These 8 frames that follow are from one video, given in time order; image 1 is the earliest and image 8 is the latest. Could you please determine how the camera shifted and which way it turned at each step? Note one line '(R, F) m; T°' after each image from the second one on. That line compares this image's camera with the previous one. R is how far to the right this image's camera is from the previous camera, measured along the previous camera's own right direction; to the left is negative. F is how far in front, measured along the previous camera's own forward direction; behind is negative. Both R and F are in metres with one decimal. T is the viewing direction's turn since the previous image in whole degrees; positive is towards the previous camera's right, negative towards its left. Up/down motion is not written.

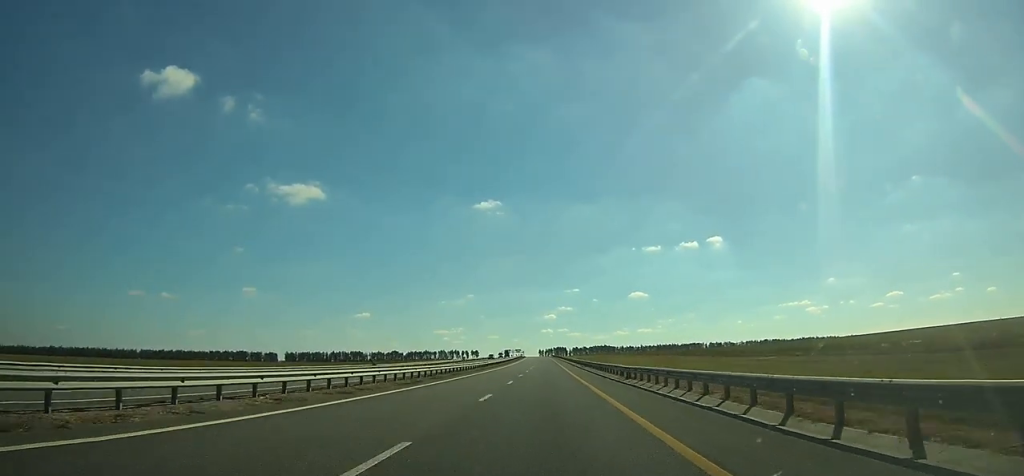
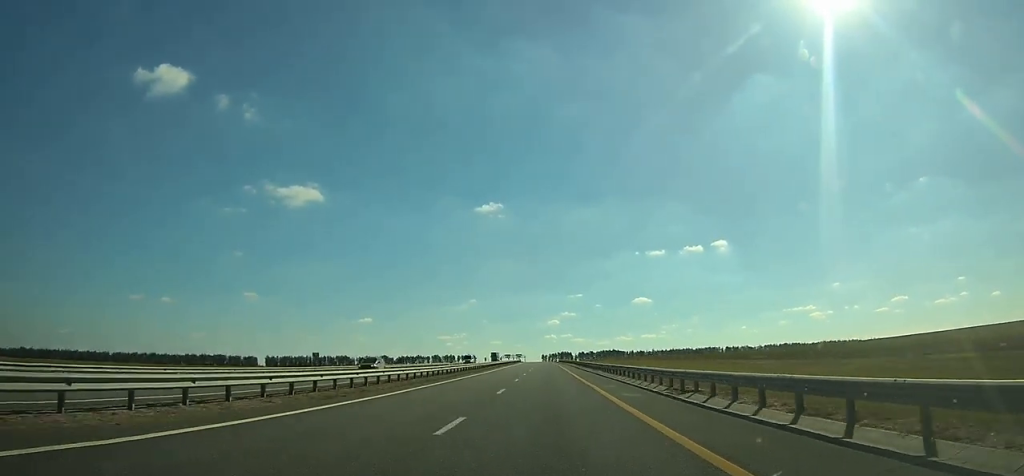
(-0.2, +66.6) m; 0°
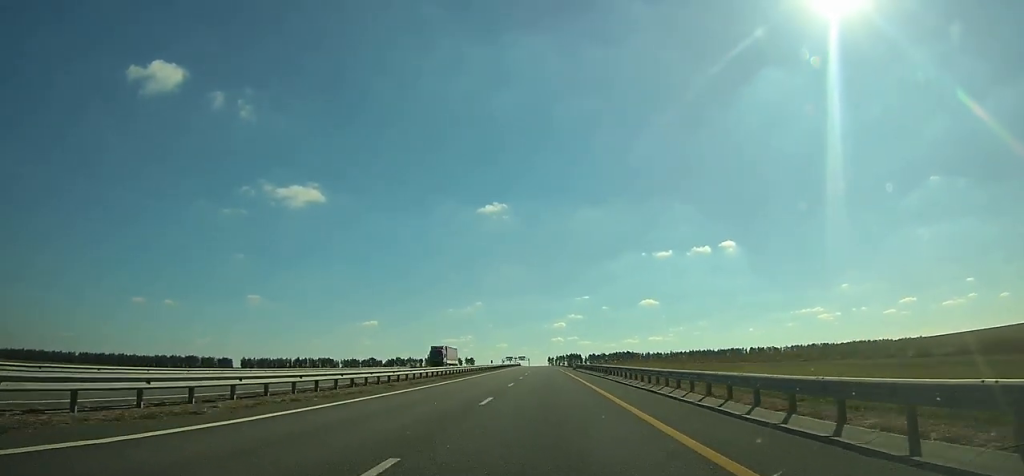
(-0.1, +77.9) m; -1°
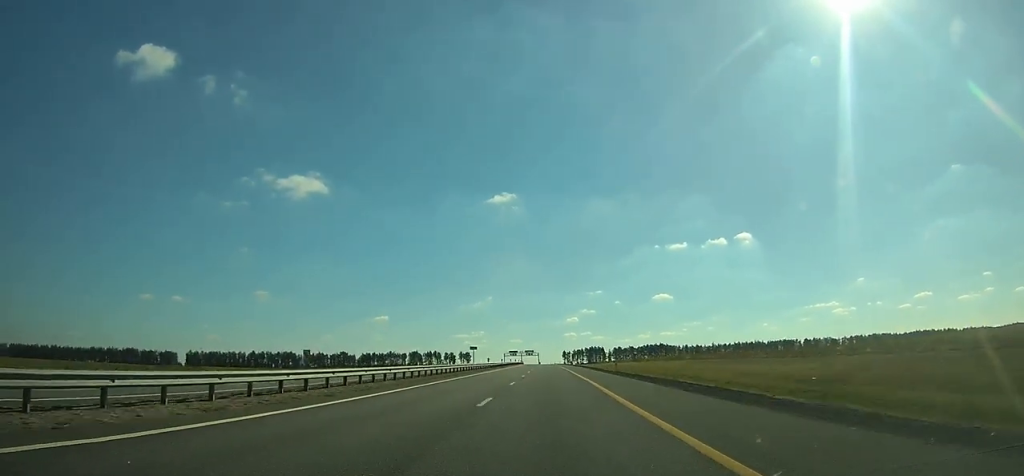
(-1.9, +136.2) m; -1°
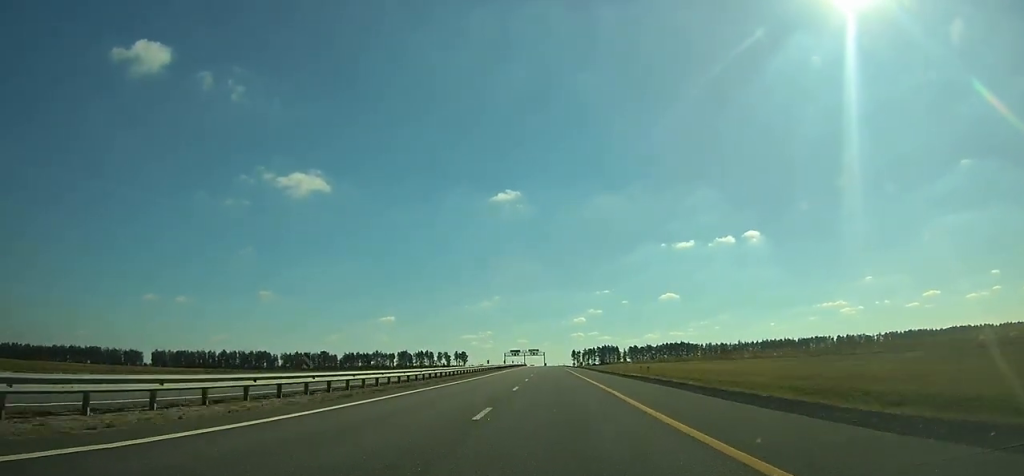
(-0.3, +65.9) m; -1°
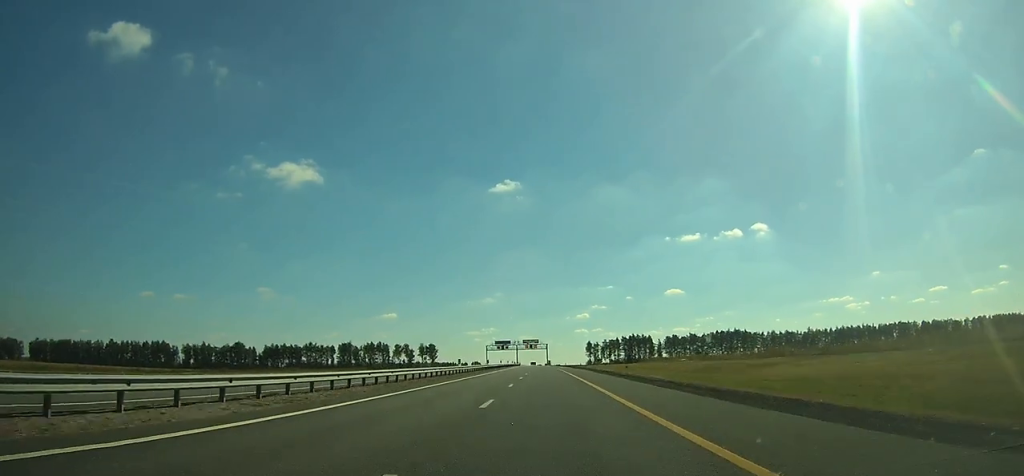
(-1.6, +143.2) m; -1°
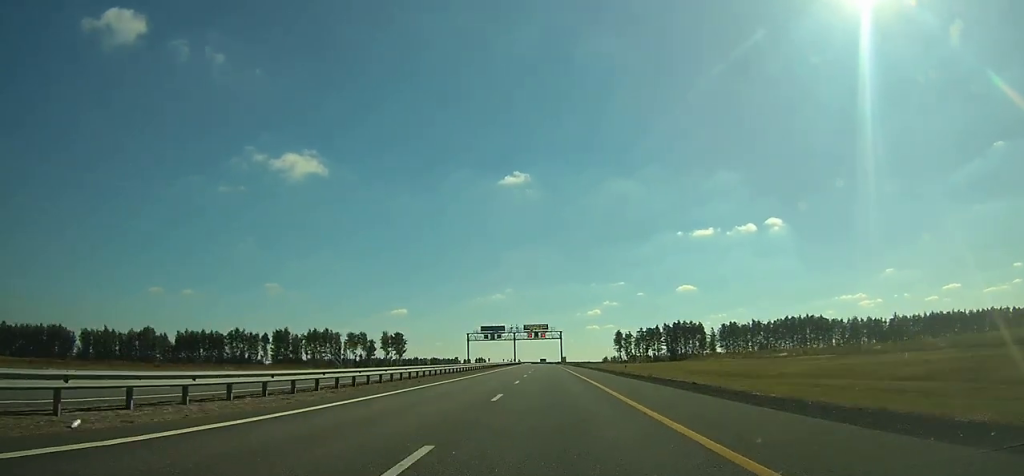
(-0.7, +92.0) m; -1°
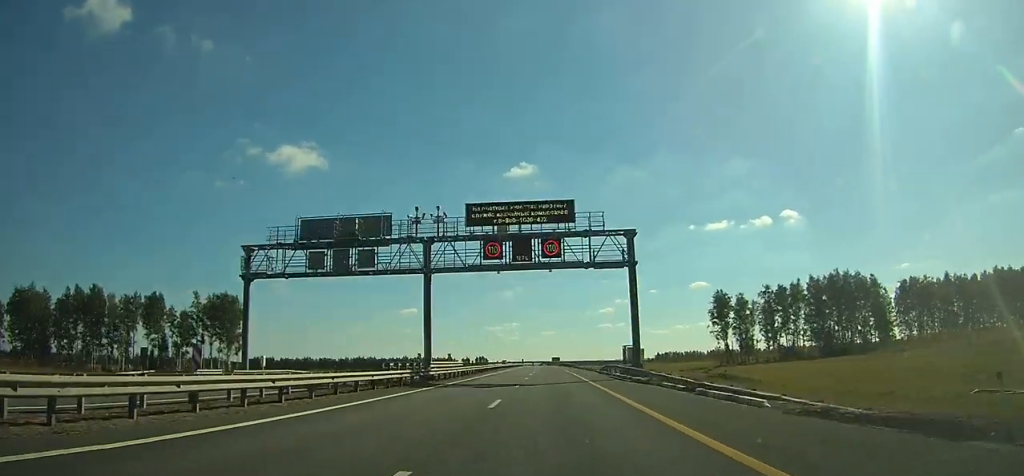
(-1.2, +129.8) m; -1°
